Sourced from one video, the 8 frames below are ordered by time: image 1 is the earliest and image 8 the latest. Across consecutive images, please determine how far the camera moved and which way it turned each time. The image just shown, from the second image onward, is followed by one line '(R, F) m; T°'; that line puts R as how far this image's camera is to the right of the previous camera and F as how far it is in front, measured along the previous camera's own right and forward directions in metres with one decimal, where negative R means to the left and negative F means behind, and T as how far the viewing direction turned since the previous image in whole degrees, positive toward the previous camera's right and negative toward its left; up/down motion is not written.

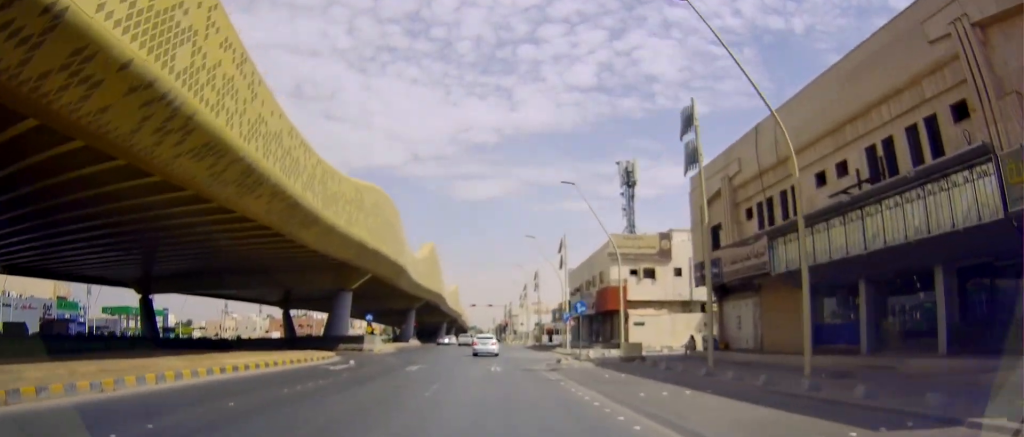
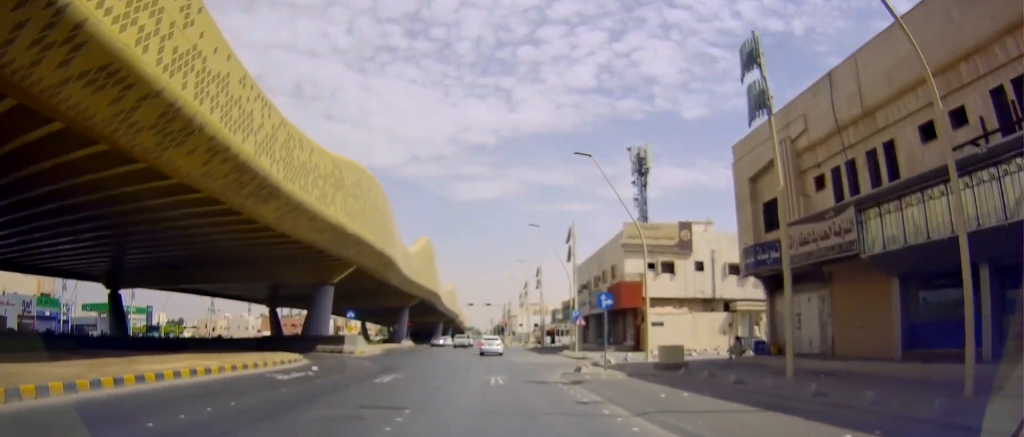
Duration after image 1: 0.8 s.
(-0.5, +6.0) m; 0°
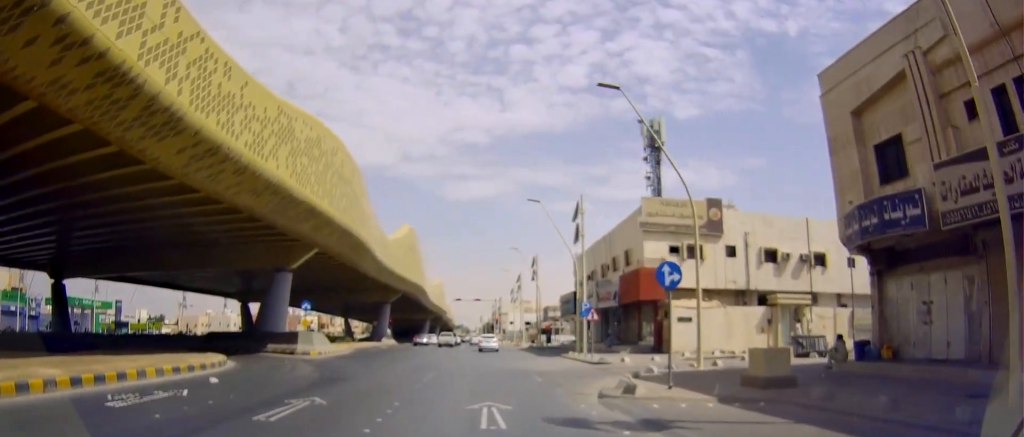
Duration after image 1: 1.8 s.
(+0.4, +8.6) m; +4°
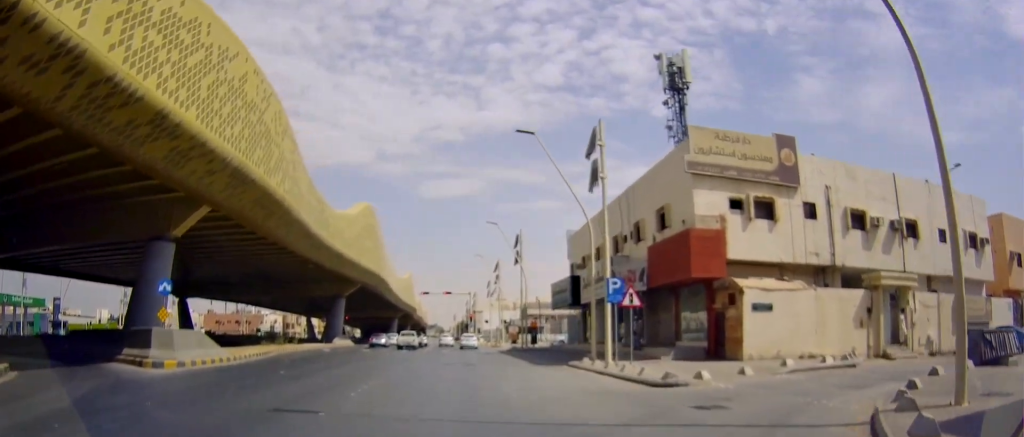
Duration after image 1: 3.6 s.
(0.0, +14.1) m; +1°
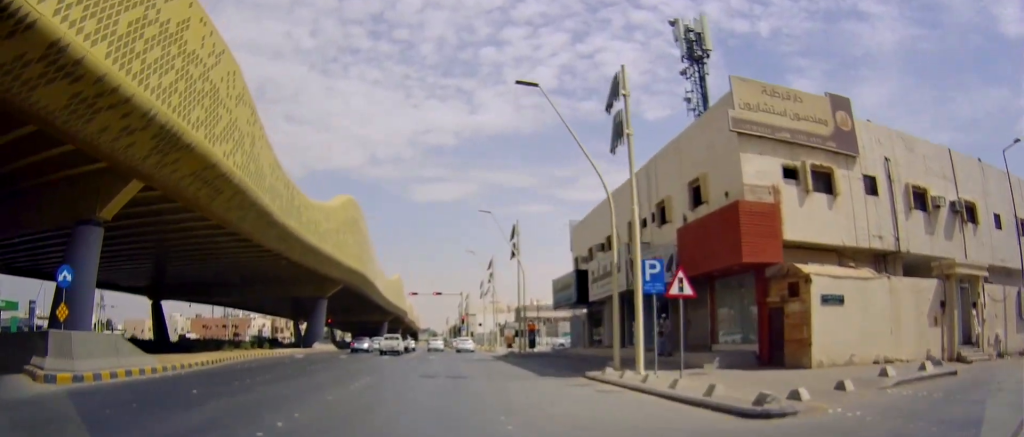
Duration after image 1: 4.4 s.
(+0.1, +5.9) m; +1°
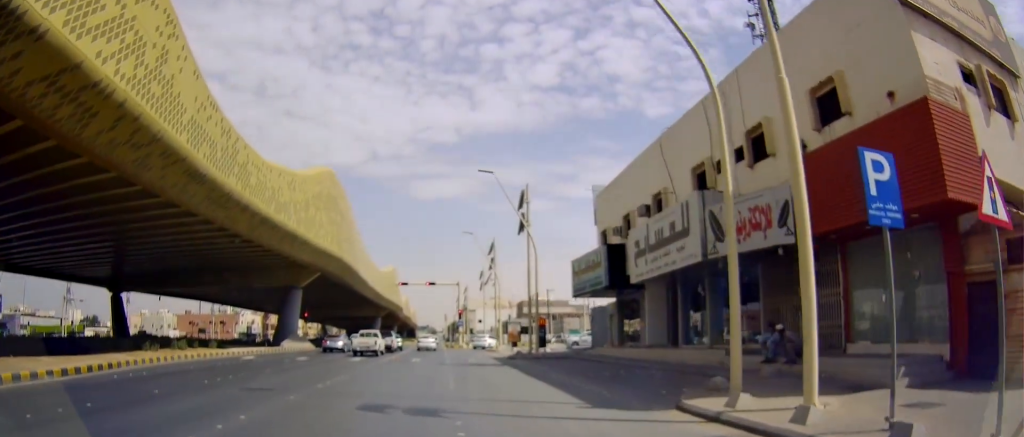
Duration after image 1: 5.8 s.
(-0.1, +10.1) m; 0°
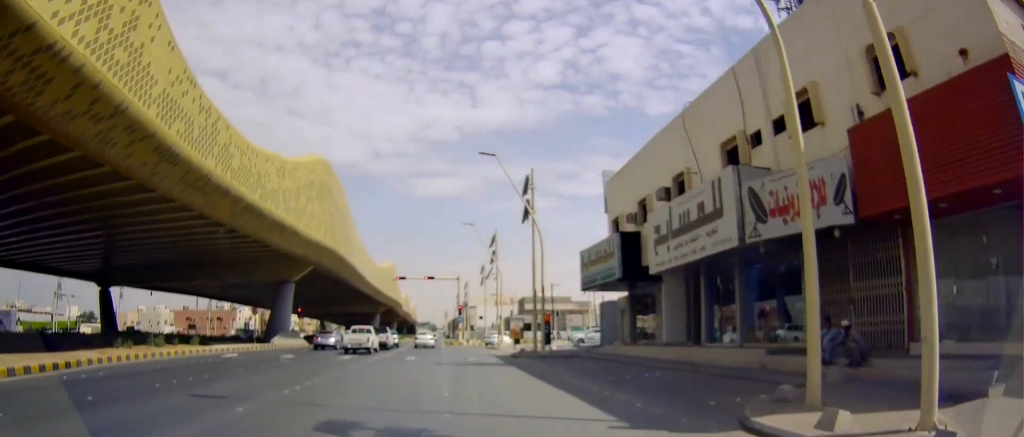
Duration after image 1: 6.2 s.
(0.0, +2.8) m; 0°
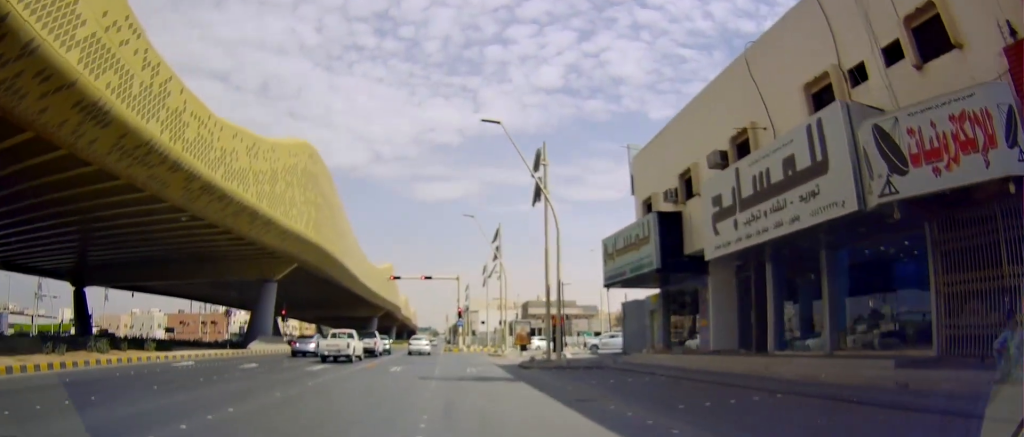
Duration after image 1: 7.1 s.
(+0.4, +5.8) m; -1°
